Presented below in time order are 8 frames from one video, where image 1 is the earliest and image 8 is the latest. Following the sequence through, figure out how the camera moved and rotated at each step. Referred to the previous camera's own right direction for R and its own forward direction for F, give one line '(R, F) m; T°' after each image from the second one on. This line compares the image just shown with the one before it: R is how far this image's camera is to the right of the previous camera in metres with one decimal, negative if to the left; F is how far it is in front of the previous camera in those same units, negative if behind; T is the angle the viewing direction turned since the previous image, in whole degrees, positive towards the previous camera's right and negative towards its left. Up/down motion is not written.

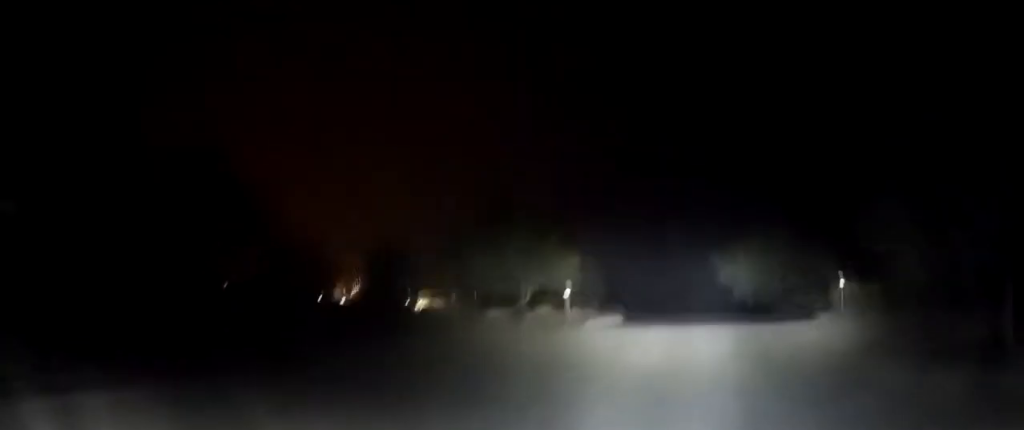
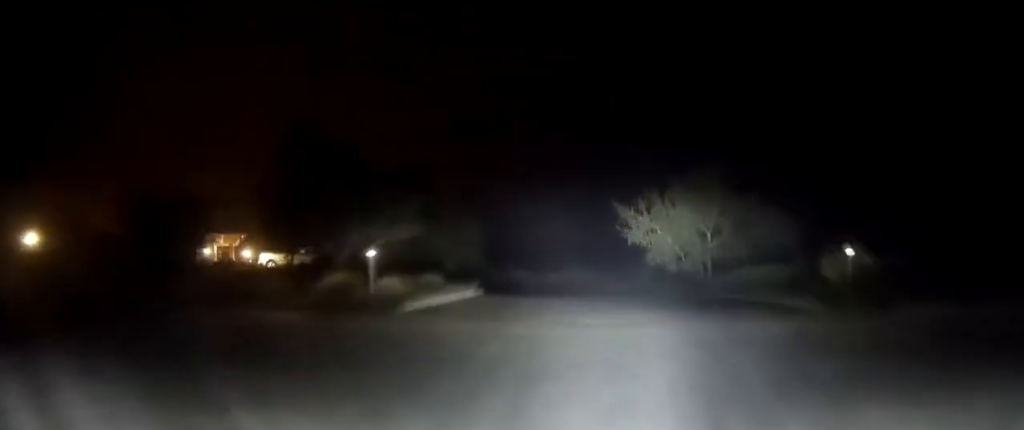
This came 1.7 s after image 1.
(+1.5, +2.4) m; +14°
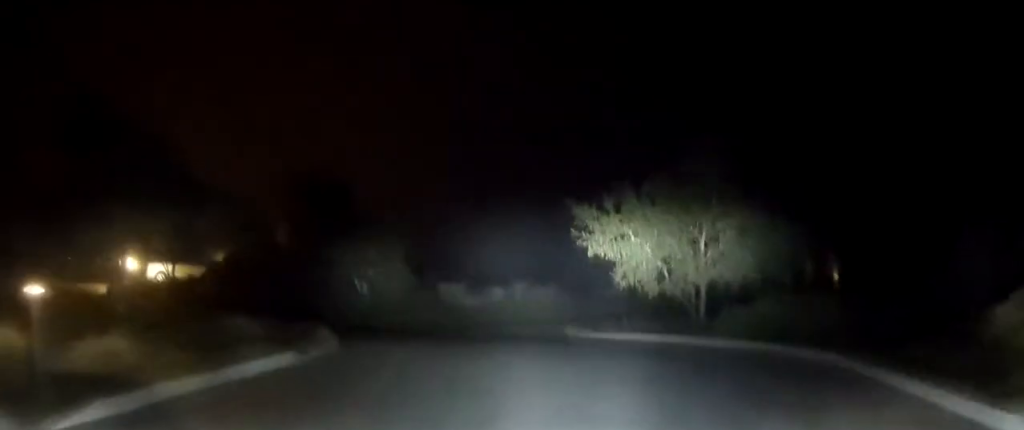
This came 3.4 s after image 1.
(+0.4, +2.5) m; +5°
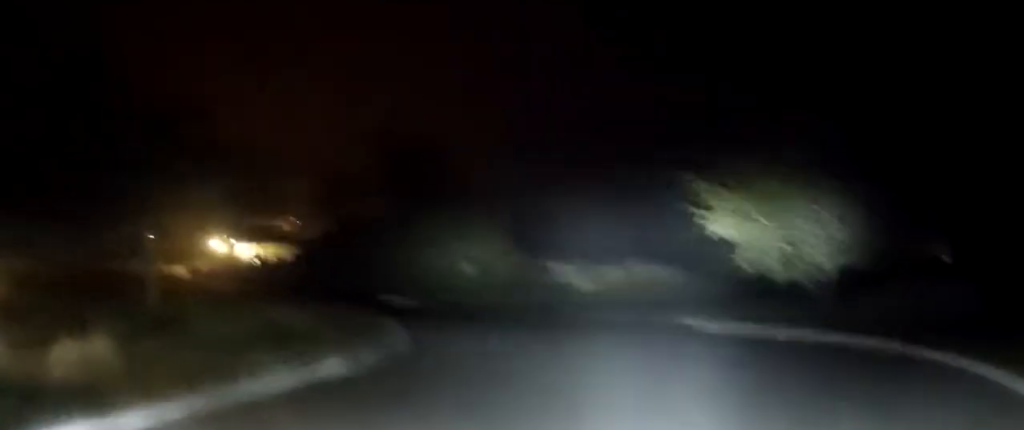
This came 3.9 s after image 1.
(-0.1, +1.0) m; -7°
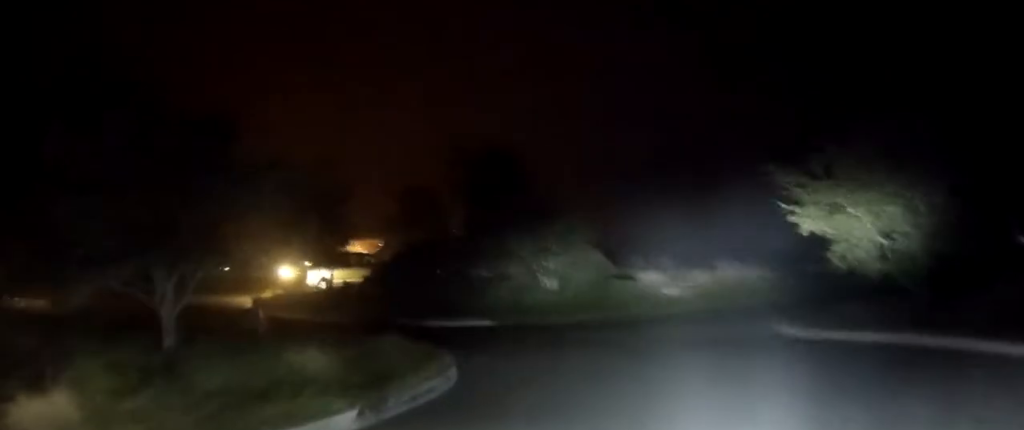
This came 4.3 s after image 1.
(0.0, +1.0) m; -6°
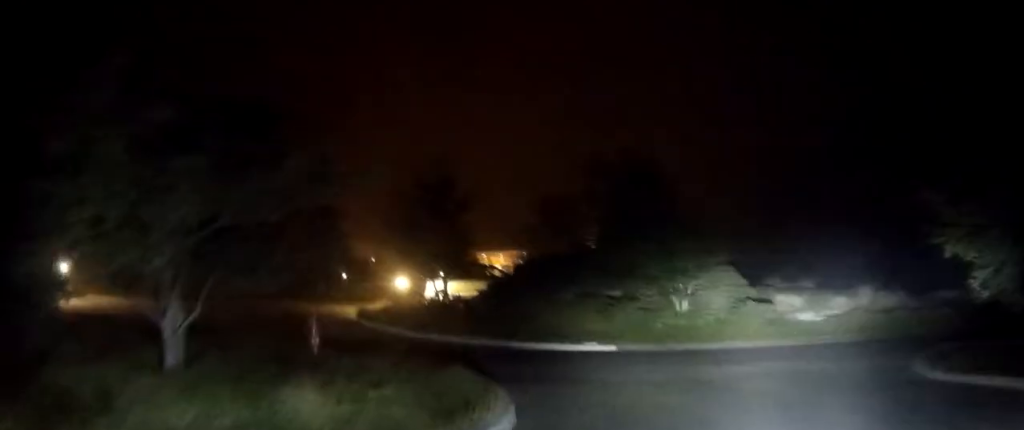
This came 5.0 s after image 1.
(-0.2, +1.2) m; -17°
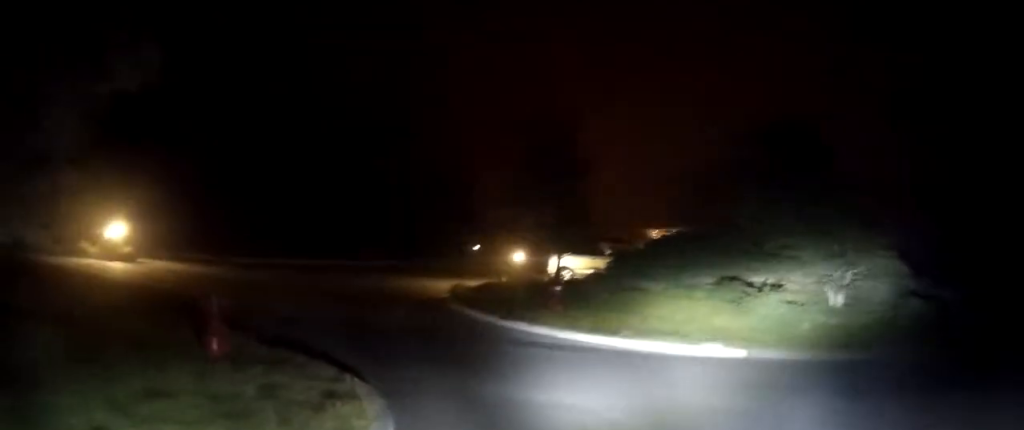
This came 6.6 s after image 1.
(-0.8, +2.9) m; -19°
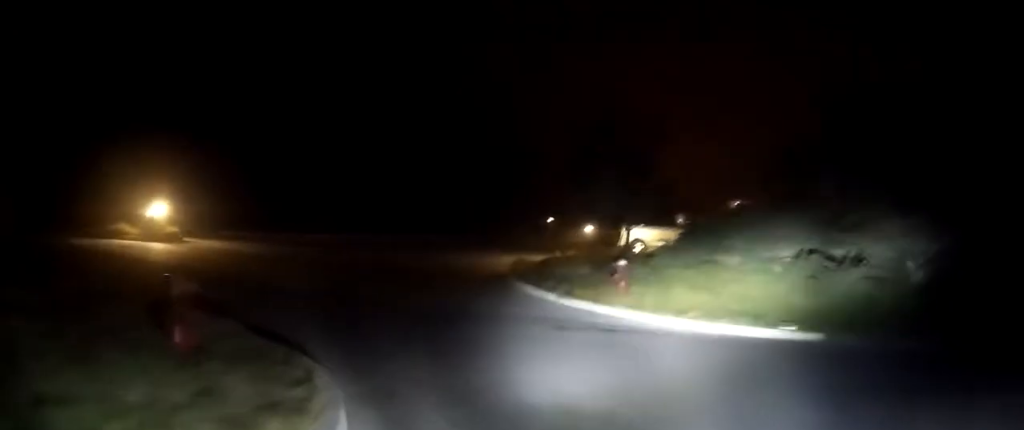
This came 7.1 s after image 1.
(0.0, +0.9) m; -1°
